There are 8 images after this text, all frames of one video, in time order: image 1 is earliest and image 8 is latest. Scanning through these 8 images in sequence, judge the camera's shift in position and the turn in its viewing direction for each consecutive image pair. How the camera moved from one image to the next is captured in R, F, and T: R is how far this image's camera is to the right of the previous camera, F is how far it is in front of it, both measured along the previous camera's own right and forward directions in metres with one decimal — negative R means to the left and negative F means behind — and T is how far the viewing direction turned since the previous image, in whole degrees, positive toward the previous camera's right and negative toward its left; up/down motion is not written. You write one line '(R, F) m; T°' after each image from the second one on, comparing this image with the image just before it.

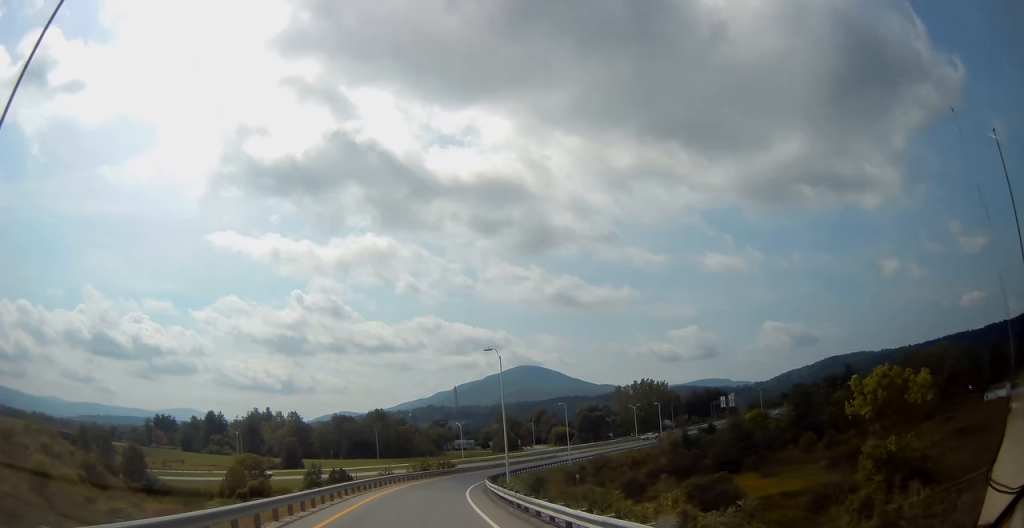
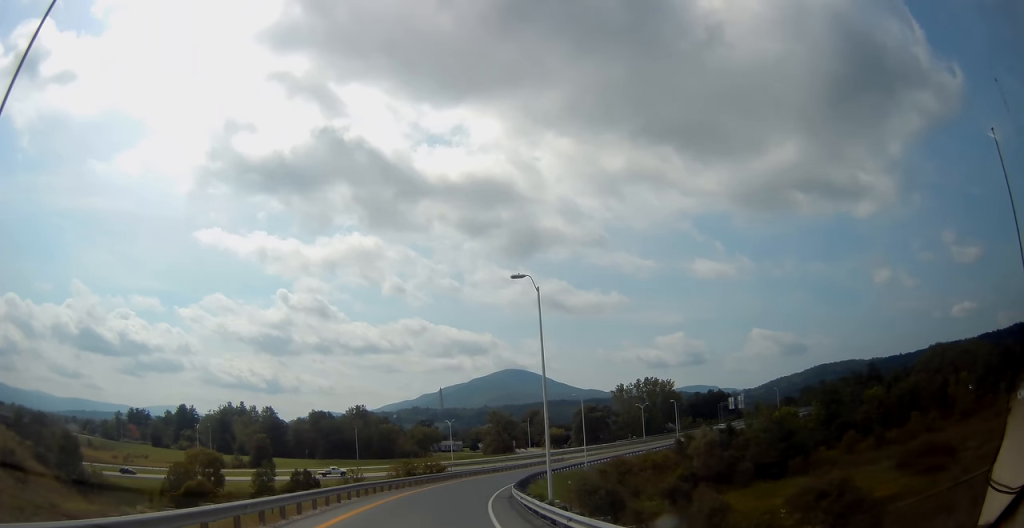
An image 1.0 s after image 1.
(+0.4, +18.8) m; +2°
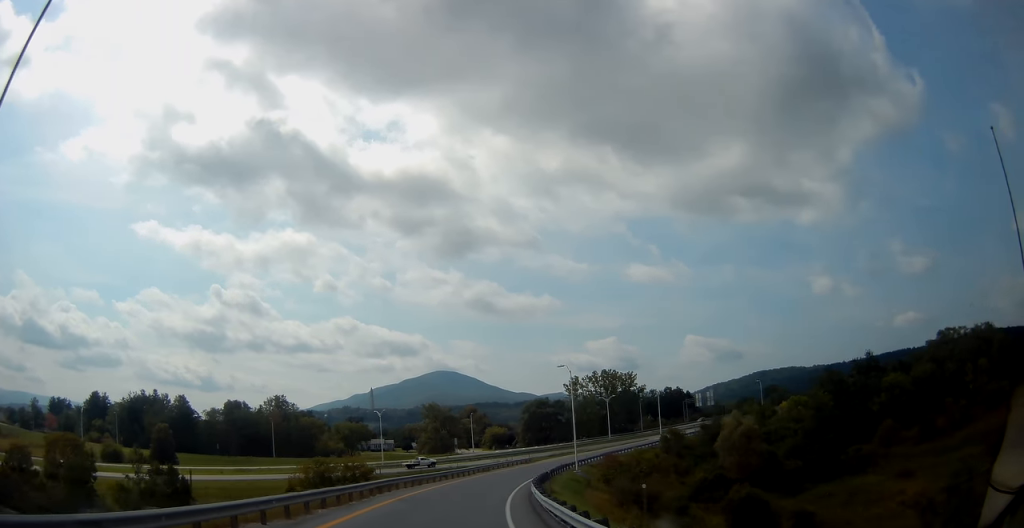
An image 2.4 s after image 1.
(+0.9, +26.1) m; +6°
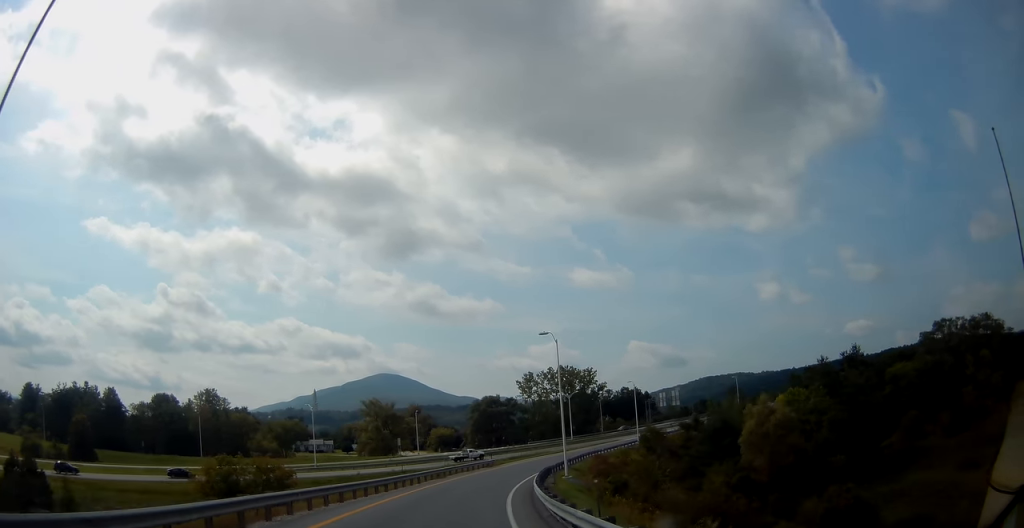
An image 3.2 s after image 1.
(+0.8, +15.8) m; +6°
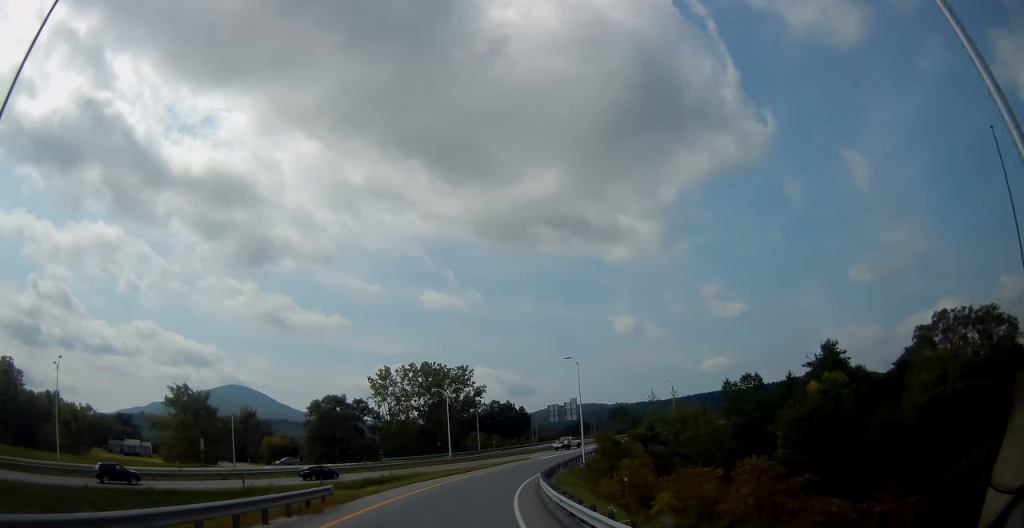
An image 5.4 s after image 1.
(+5.6, +40.8) m; +16°
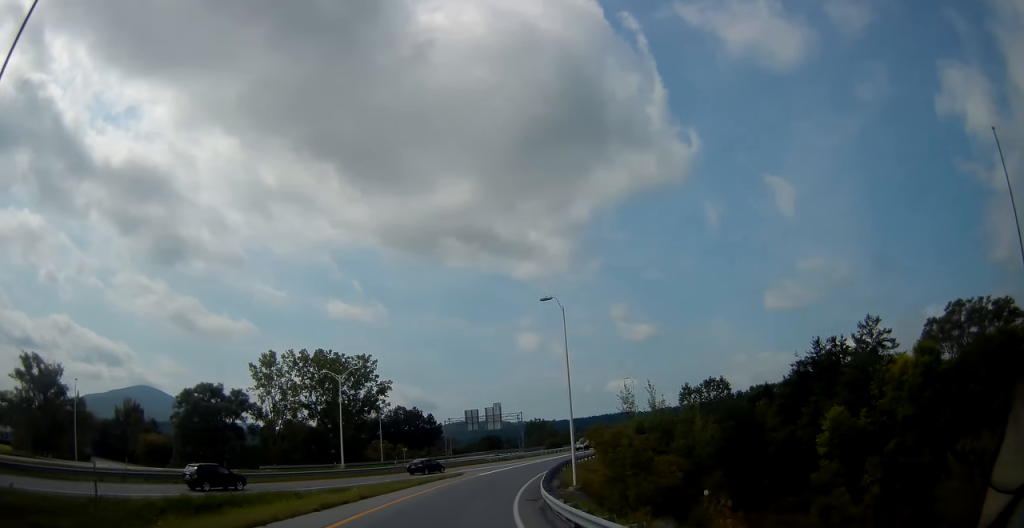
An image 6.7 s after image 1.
(+2.0, +25.5) m; +10°
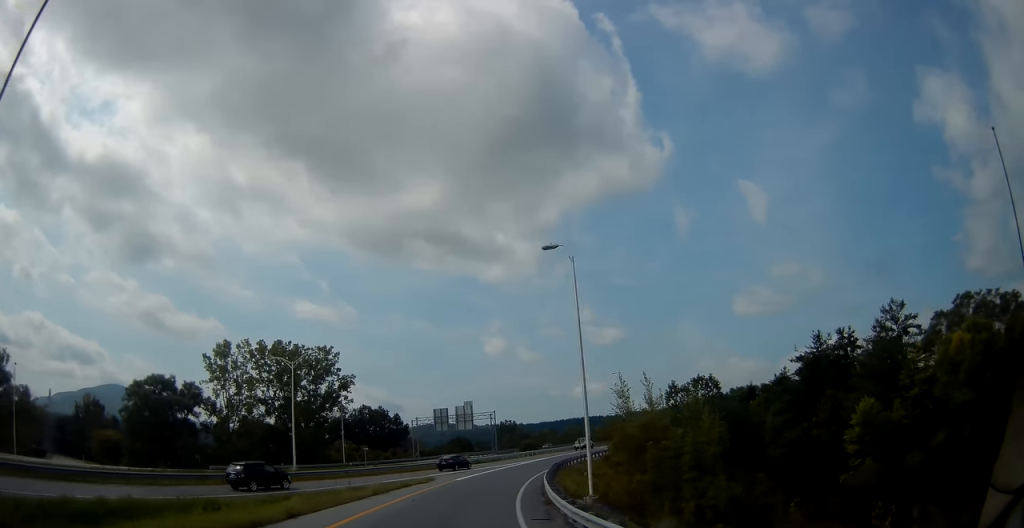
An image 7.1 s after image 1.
(+0.4, +8.5) m; +3°
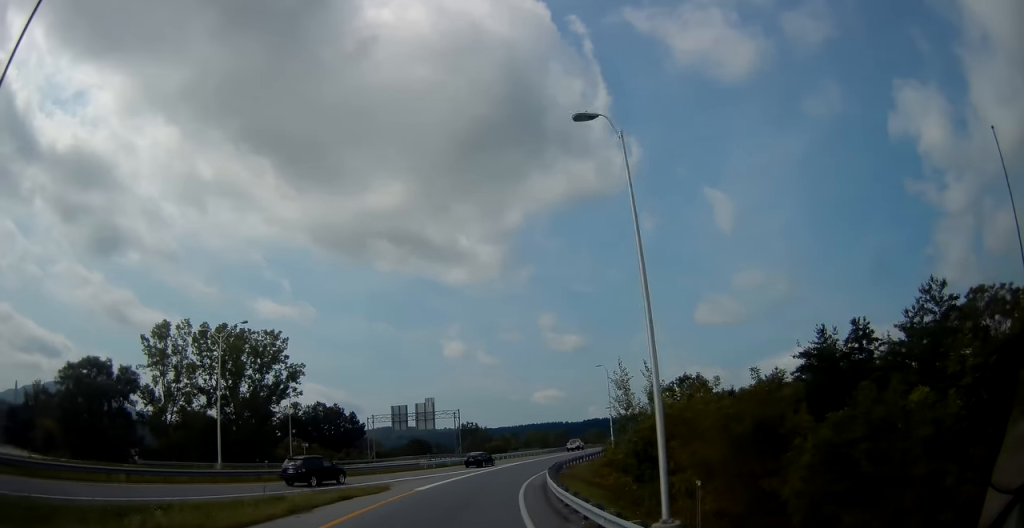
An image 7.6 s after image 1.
(+0.2, +10.5) m; +4°
